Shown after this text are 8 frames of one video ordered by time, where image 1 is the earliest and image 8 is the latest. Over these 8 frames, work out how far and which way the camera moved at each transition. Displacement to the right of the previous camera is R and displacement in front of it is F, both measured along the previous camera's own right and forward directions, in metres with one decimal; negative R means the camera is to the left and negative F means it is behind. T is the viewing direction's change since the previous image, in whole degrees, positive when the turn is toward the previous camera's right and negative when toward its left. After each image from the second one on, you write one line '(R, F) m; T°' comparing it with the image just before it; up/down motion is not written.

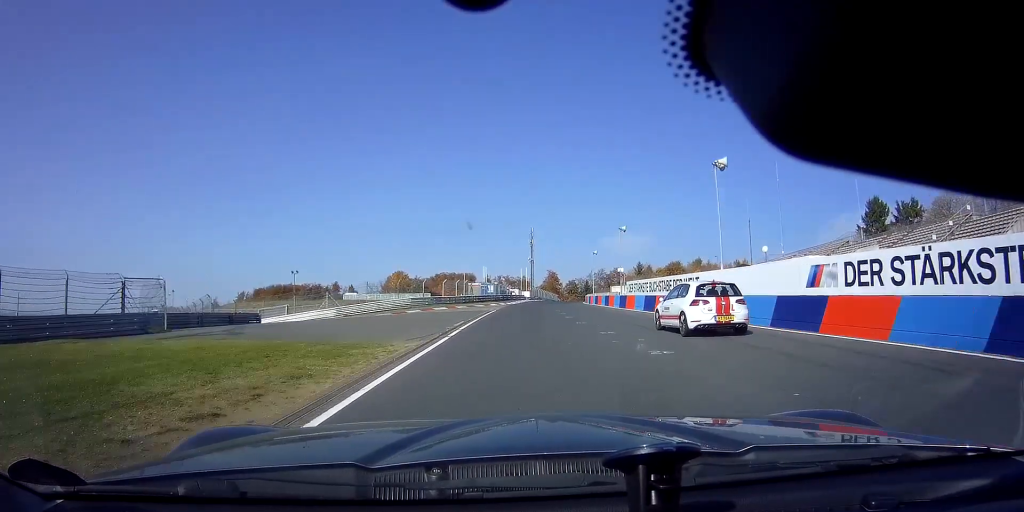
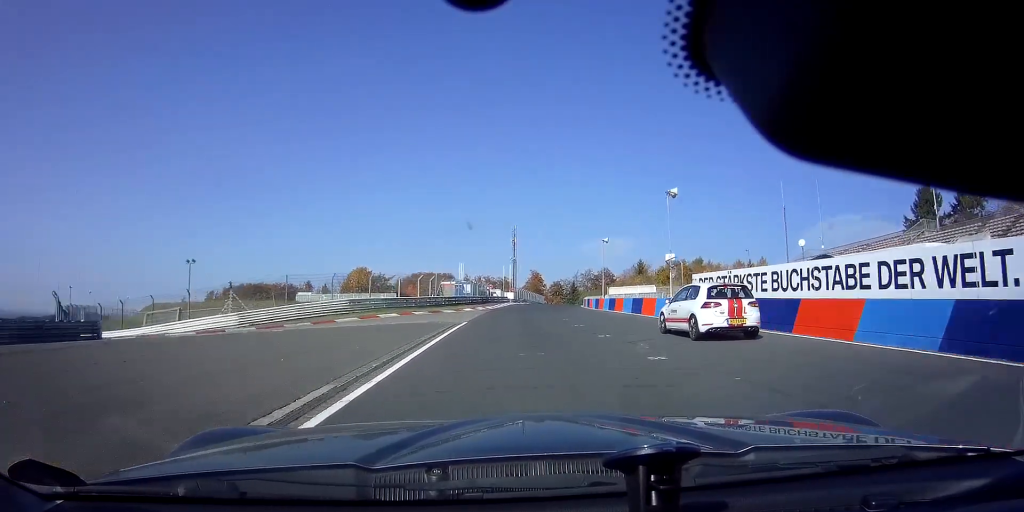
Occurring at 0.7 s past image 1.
(+0.4, +17.0) m; +2°
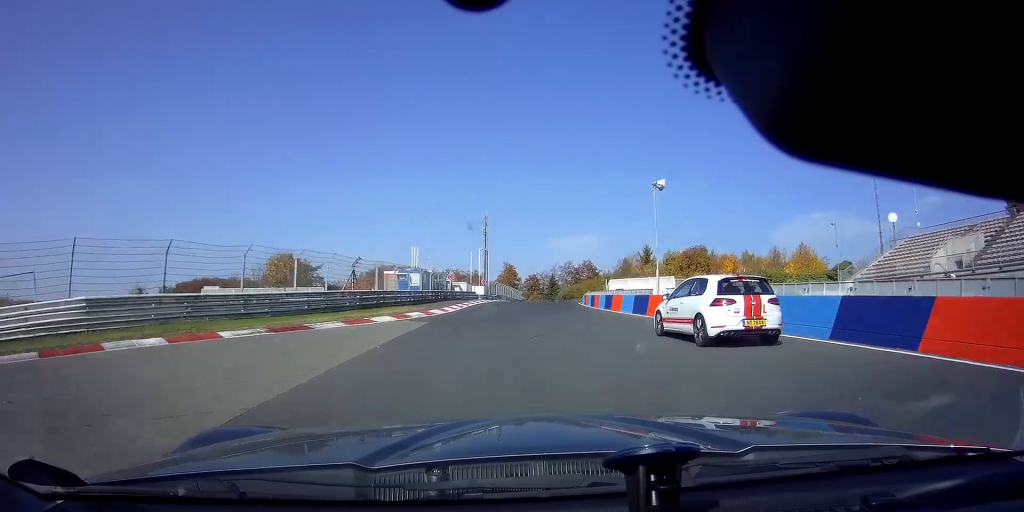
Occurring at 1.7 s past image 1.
(+0.7, +24.6) m; +3°
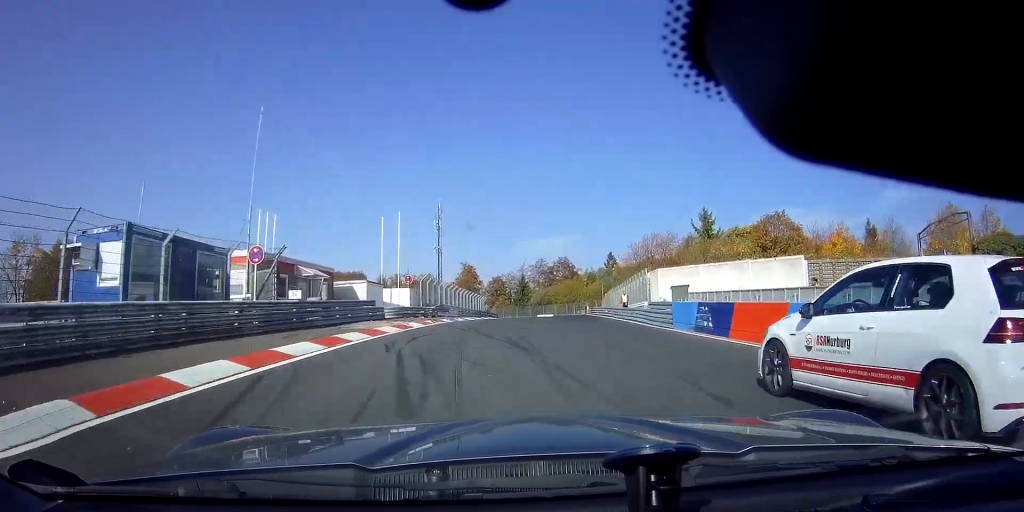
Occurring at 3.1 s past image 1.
(+1.5, +39.3) m; +6°
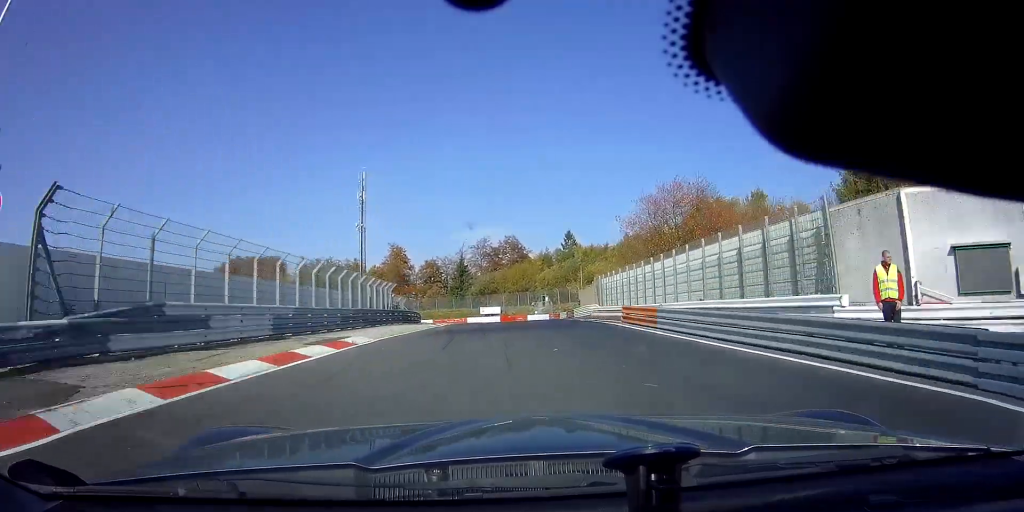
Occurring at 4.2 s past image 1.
(+1.3, +30.6) m; +5°
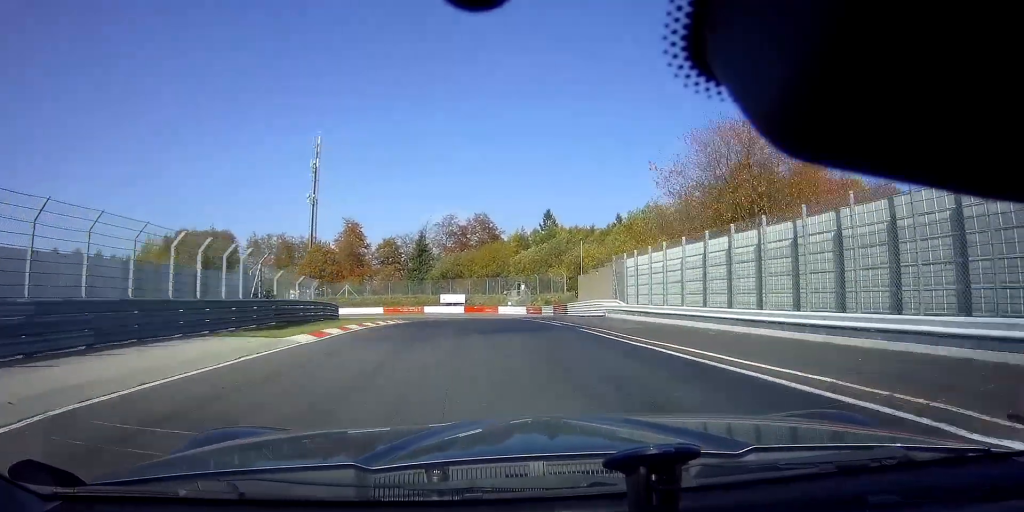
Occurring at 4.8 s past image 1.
(+0.6, +17.9) m; +1°
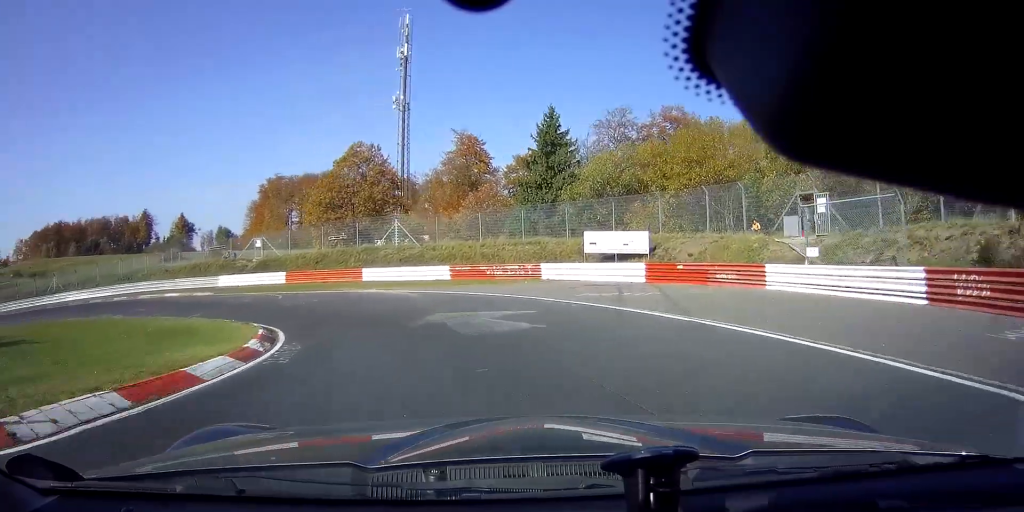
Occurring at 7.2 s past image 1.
(-5.1, +52.5) m; -30°
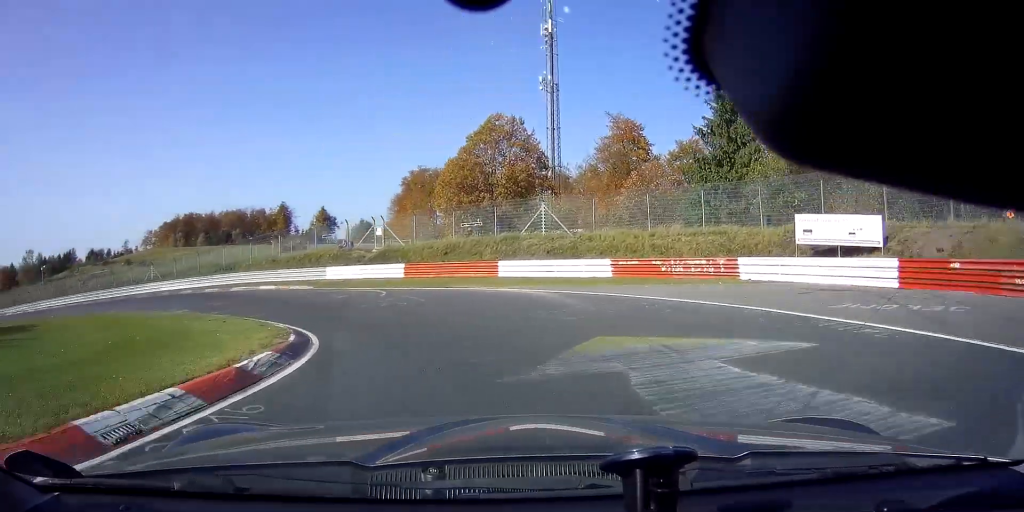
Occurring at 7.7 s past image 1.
(-1.7, +8.8) m; -15°
